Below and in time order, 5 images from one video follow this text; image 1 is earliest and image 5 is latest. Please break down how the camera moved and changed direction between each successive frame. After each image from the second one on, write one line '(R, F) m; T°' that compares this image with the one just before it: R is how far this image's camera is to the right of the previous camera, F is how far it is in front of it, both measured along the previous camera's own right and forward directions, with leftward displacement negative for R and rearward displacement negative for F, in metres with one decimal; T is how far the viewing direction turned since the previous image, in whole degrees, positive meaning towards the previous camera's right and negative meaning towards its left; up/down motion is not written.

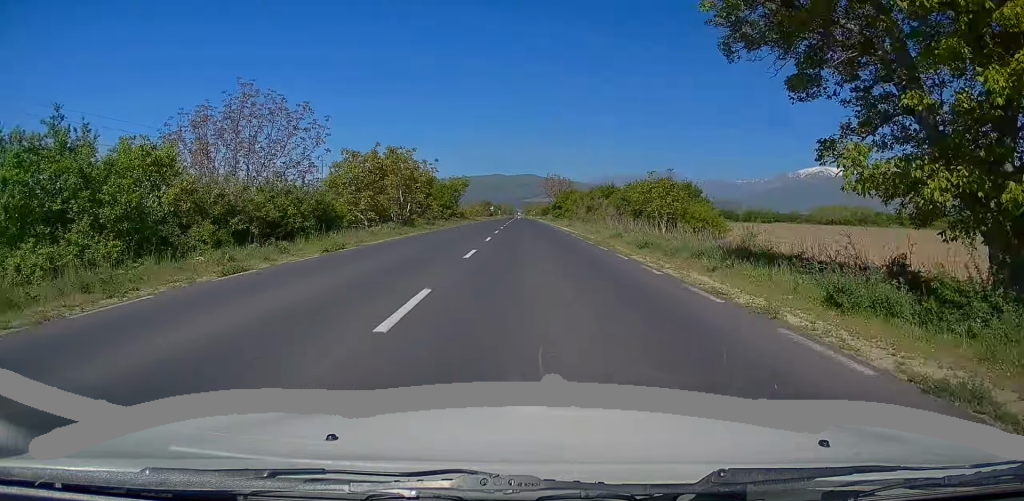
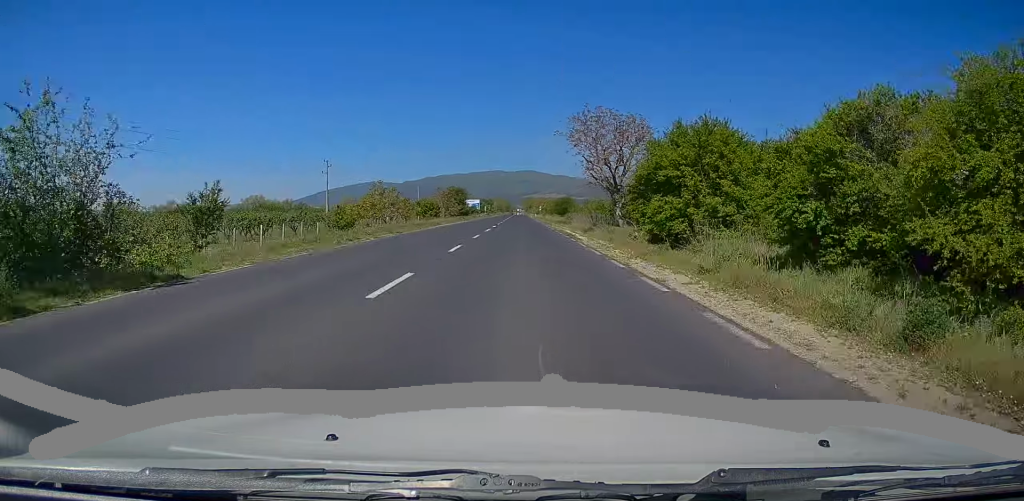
(-1.1, +77.3) m; -1°
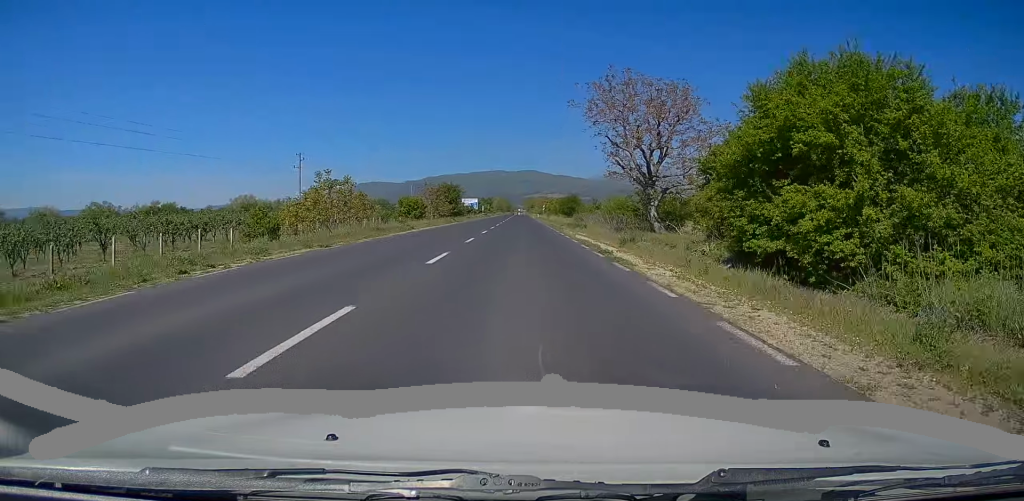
(+0.1, +12.4) m; 0°
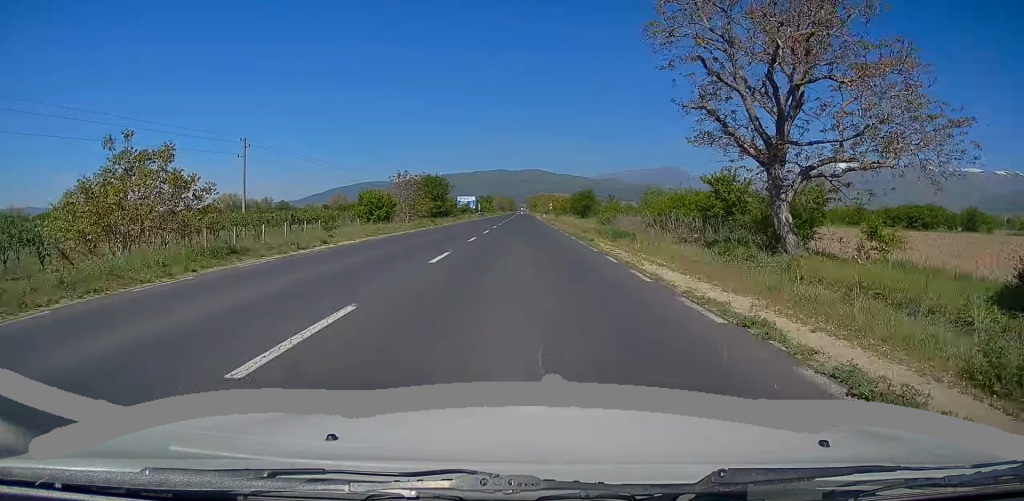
(0.0, +17.8) m; 0°
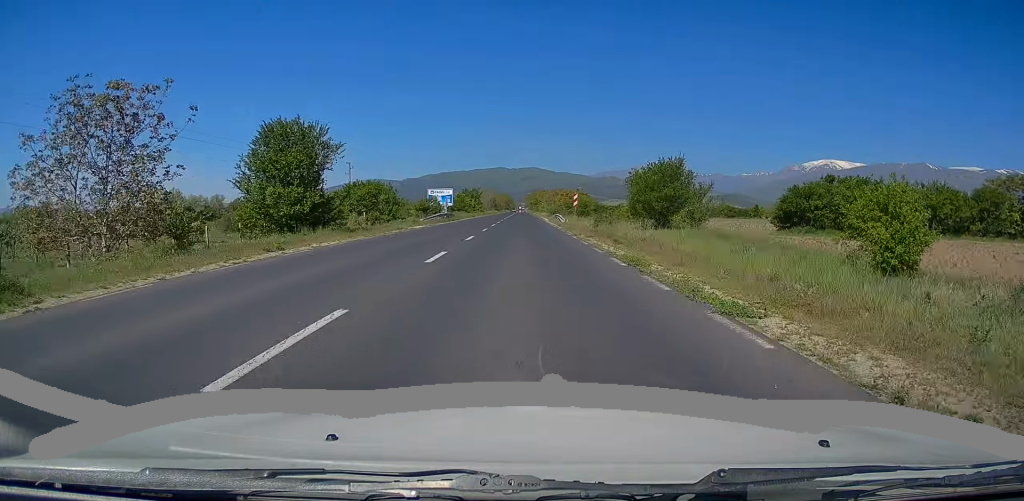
(0.0, +45.1) m; 0°
